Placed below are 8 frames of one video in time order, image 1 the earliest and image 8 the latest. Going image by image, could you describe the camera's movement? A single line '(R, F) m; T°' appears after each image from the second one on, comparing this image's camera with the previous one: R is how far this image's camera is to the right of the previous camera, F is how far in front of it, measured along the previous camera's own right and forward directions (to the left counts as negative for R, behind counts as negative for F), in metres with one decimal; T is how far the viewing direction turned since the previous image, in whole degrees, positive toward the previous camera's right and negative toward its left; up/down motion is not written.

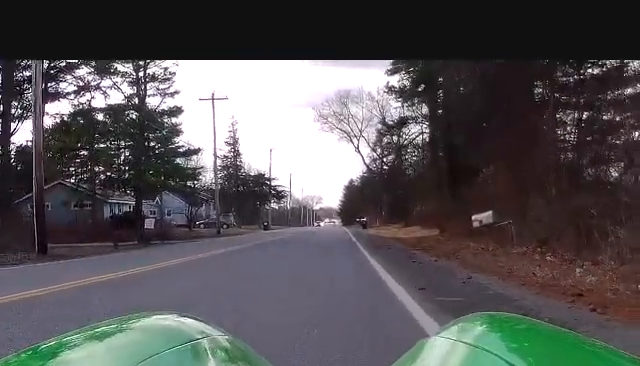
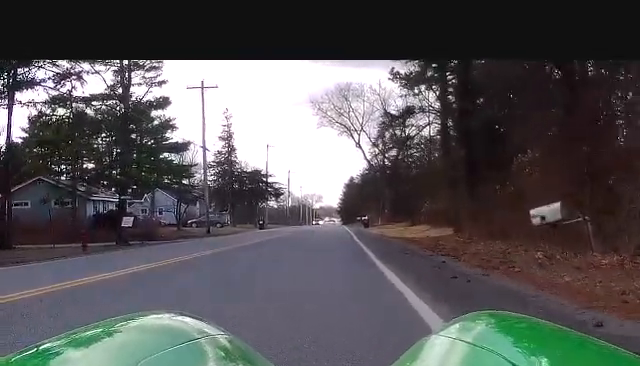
(+0.1, +5.6) m; +1°
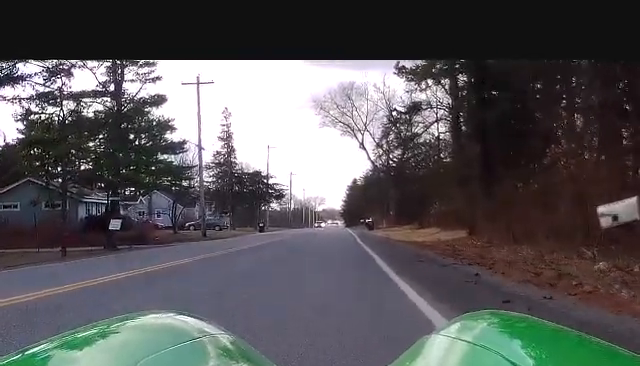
(0.0, +3.3) m; 0°
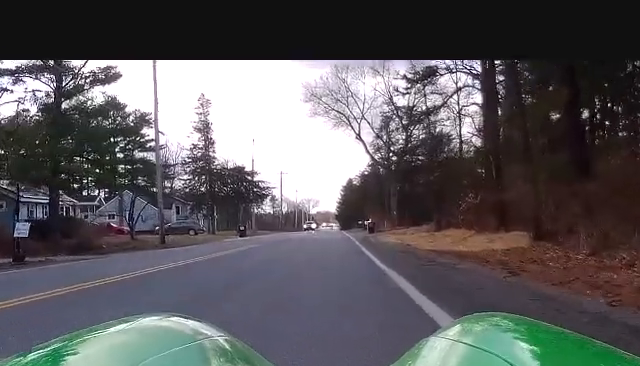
(-0.3, +13.0) m; -1°
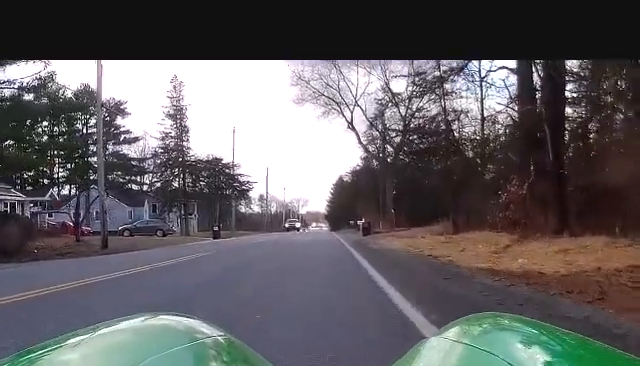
(+0.1, +9.9) m; +1°
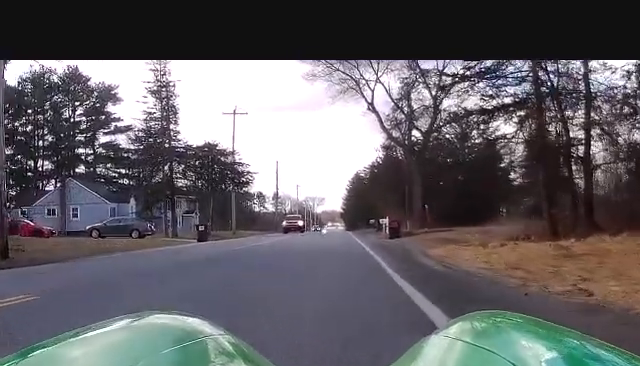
(+0.1, +13.6) m; 0°
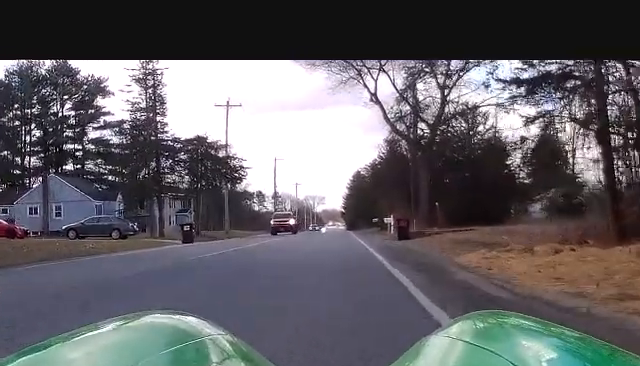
(0.0, +5.1) m; 0°
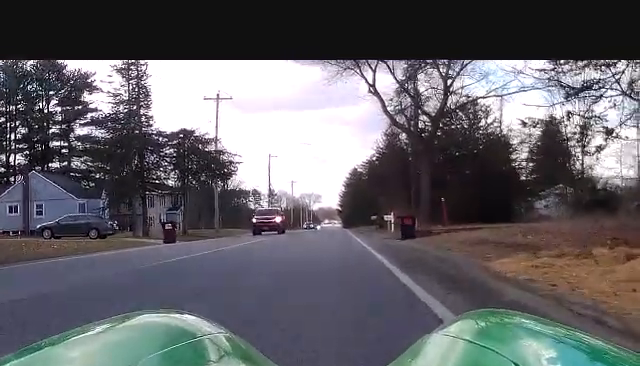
(0.0, +4.1) m; 0°
